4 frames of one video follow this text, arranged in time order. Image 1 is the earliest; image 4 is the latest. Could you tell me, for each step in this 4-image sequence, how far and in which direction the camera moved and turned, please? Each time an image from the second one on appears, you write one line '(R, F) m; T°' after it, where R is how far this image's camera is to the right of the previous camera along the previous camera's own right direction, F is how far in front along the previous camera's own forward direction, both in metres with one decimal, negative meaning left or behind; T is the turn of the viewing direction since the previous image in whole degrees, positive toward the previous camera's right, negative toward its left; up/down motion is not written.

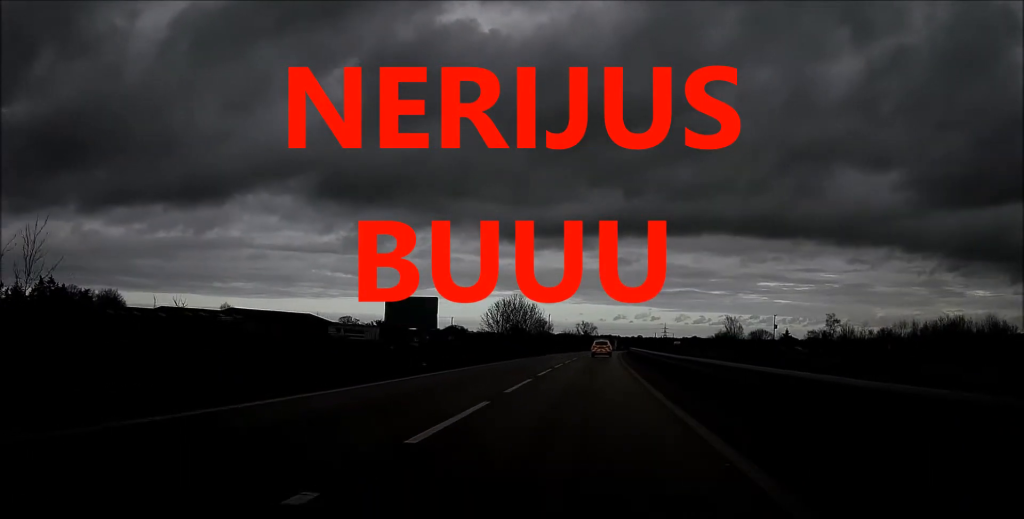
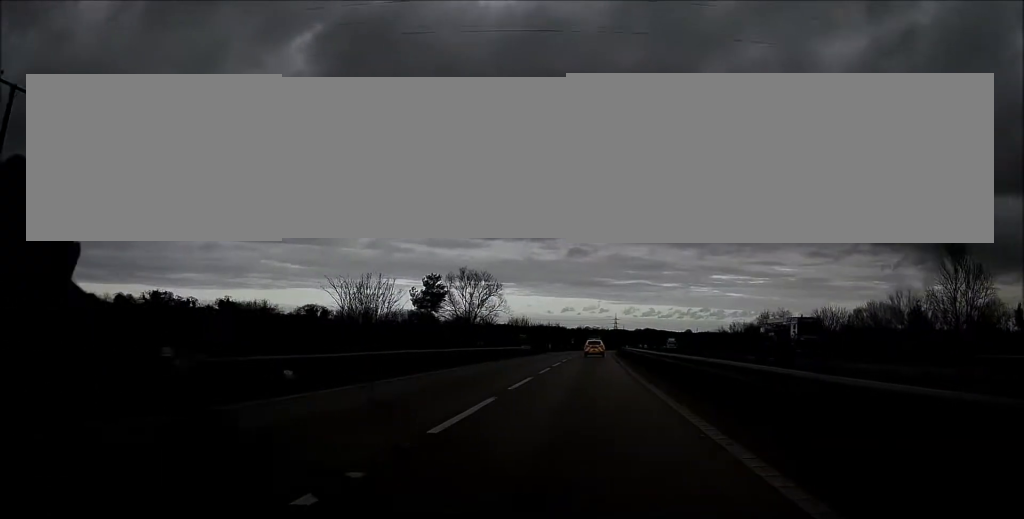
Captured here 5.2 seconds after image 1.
(+6.4, +160.2) m; +4°
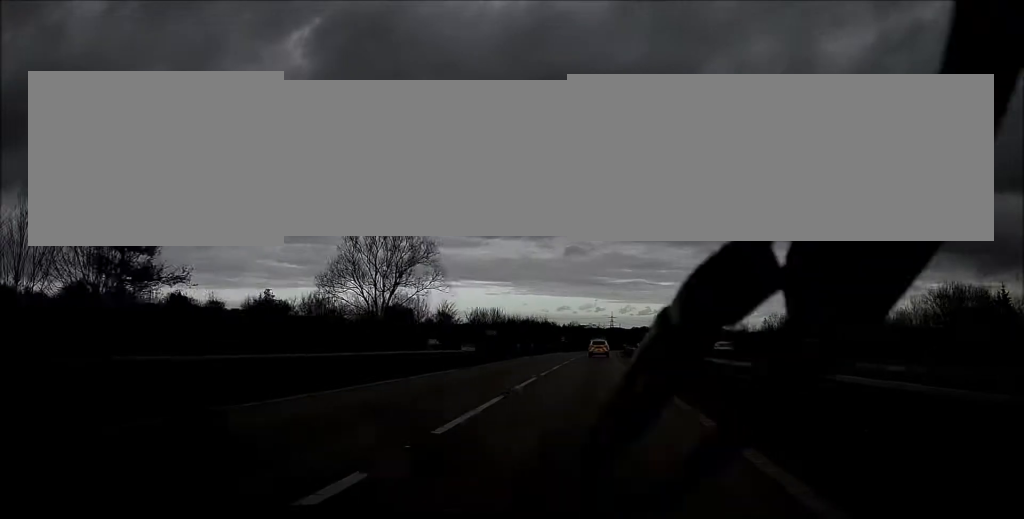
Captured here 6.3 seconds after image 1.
(+0.2, +36.0) m; +1°
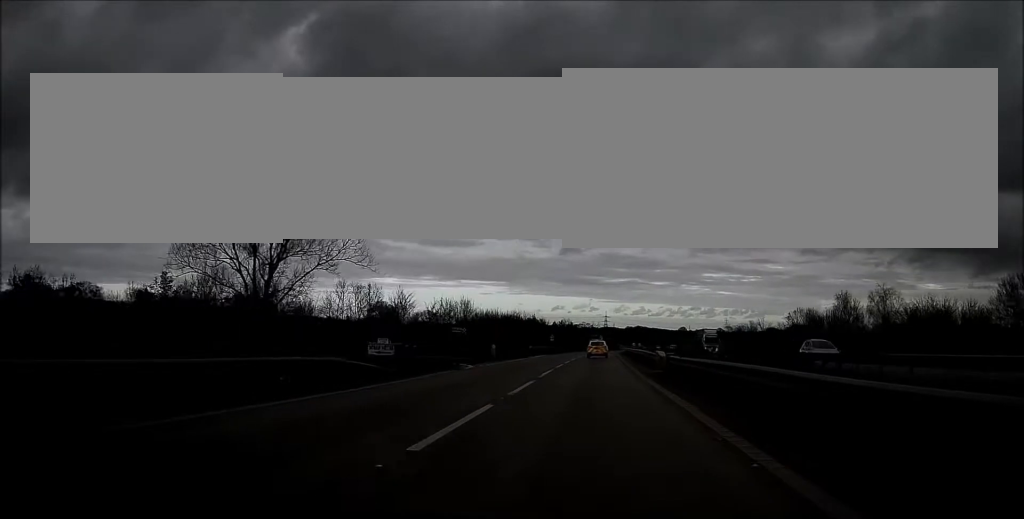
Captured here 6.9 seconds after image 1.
(+0.1, +19.3) m; 0°
